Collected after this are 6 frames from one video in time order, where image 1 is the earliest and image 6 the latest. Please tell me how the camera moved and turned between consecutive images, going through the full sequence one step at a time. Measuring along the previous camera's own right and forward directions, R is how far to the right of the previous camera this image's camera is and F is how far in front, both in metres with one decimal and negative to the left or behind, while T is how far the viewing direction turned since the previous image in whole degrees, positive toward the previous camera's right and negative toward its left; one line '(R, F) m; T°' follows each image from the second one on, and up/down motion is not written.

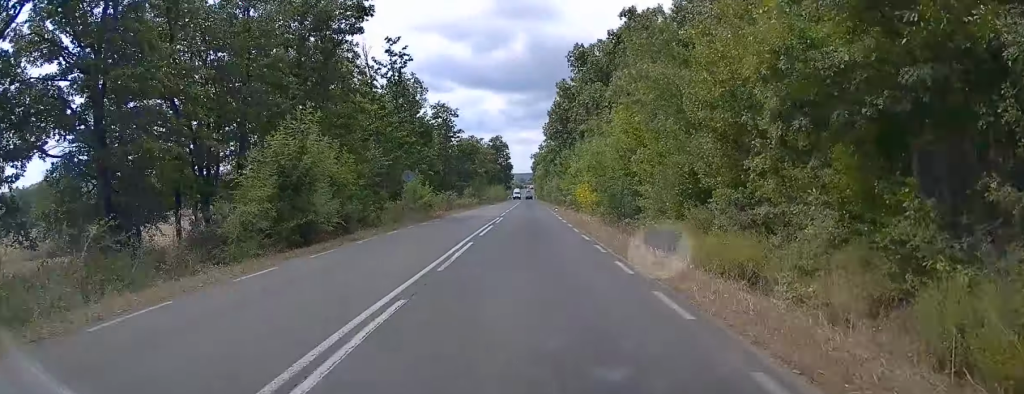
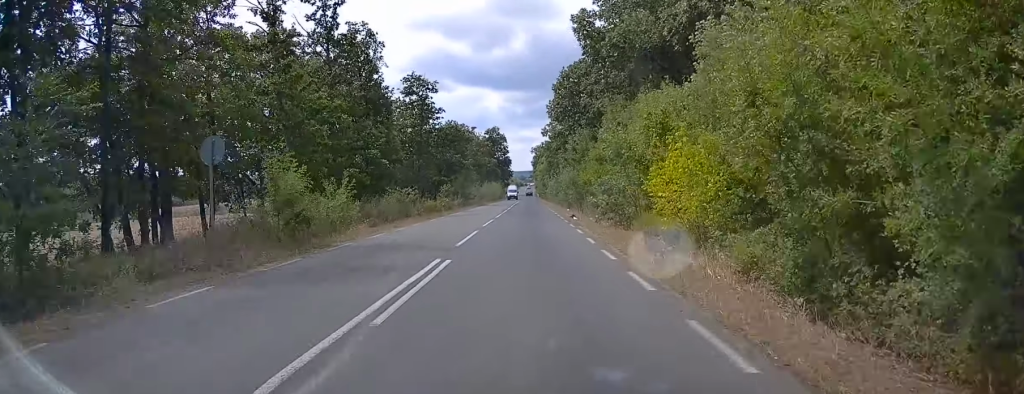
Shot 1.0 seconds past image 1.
(+0.3, +22.2) m; +1°
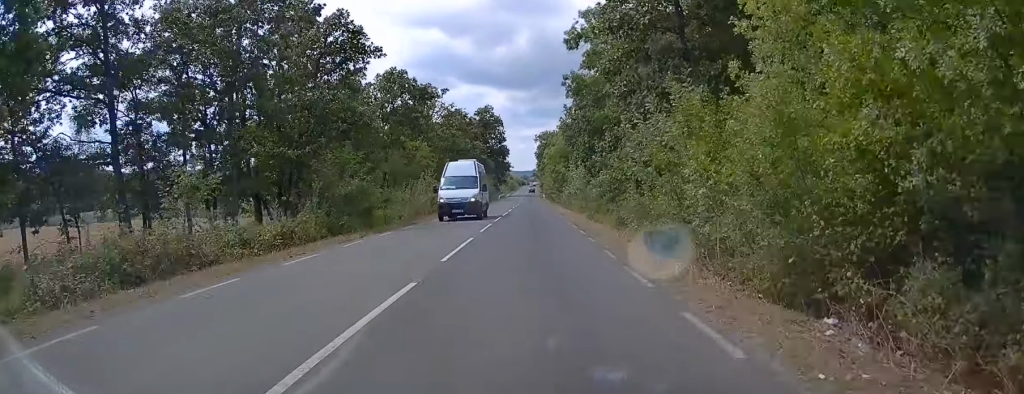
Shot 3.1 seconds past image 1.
(0.0, +47.7) m; -1°
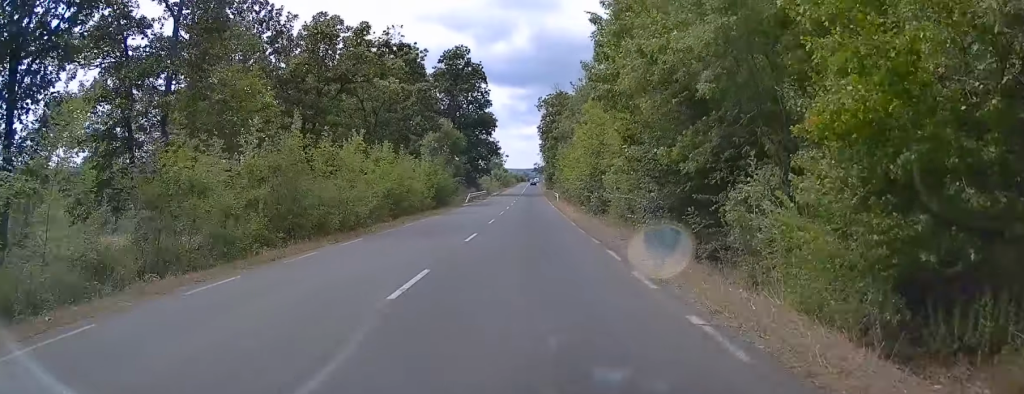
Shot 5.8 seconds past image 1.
(-0.2, +60.4) m; 0°
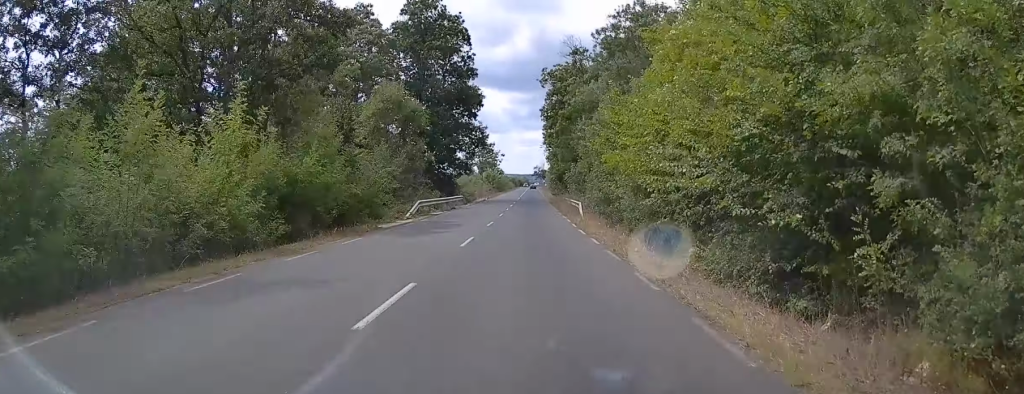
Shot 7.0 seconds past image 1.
(+0.2, +28.3) m; +1°
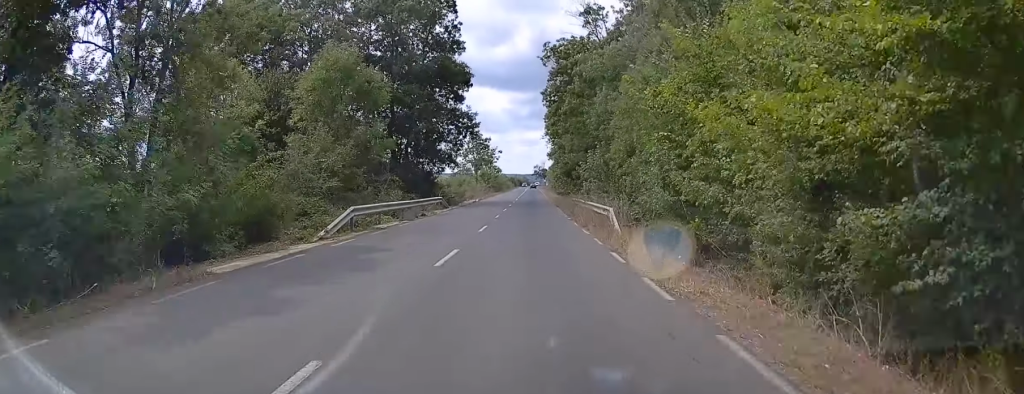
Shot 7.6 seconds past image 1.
(0.0, +13.0) m; 0°
